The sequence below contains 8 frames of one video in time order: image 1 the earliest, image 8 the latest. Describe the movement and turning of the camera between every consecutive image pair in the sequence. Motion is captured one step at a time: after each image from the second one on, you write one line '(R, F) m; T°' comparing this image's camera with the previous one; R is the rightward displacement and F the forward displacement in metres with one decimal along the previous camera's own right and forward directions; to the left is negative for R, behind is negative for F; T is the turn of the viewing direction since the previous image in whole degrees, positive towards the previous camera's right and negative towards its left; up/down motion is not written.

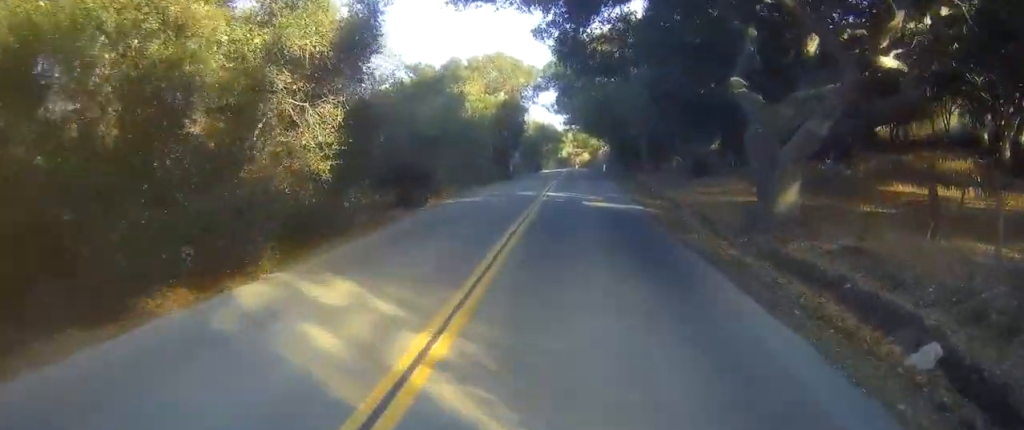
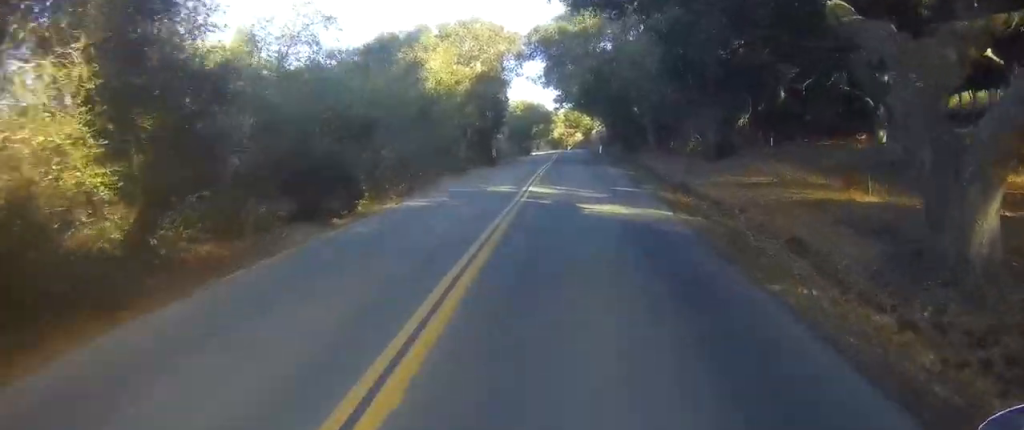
(-0.2, +7.6) m; -1°
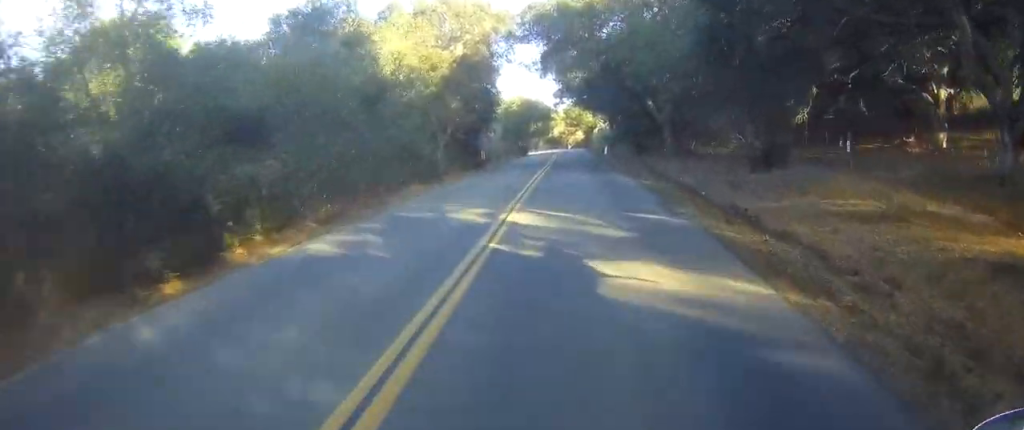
(0.0, +7.1) m; 0°
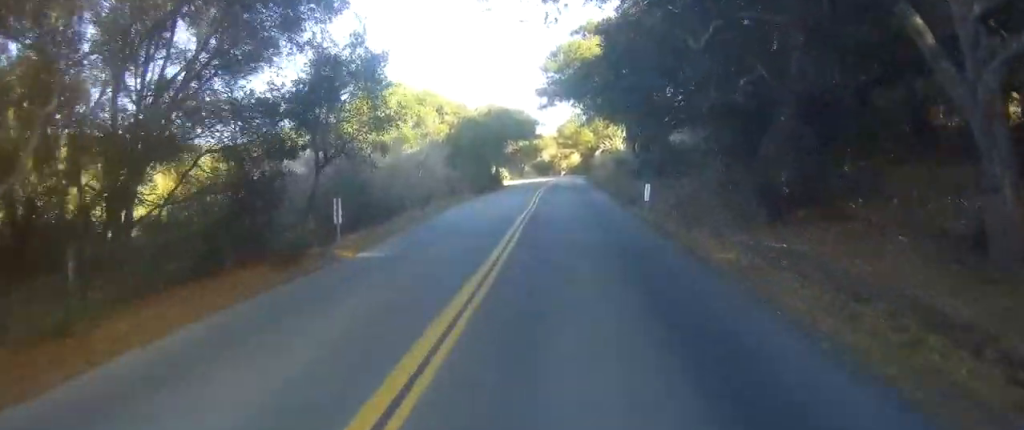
(-0.9, +26.8) m; -2°
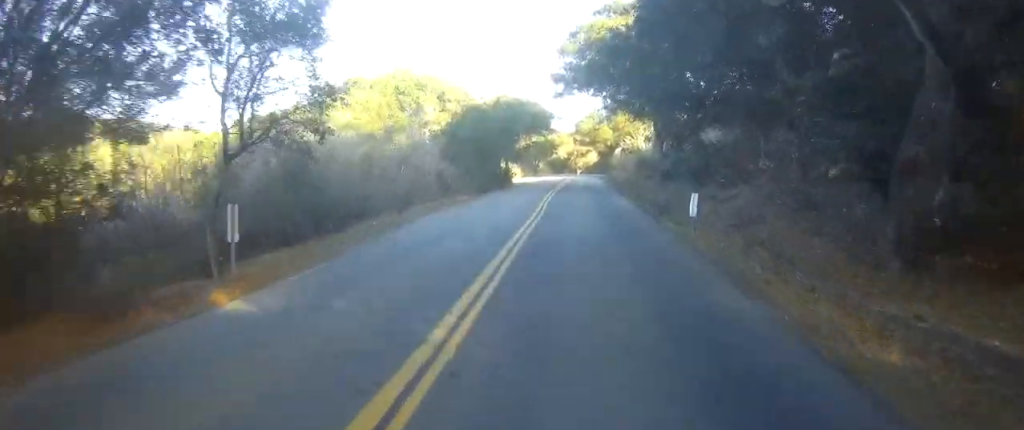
(-0.3, +5.8) m; 0°
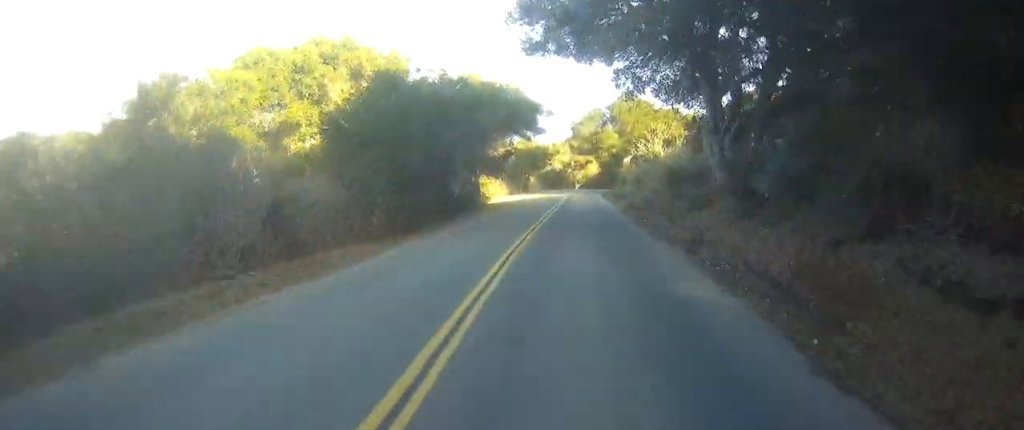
(+0.8, +16.5) m; 0°
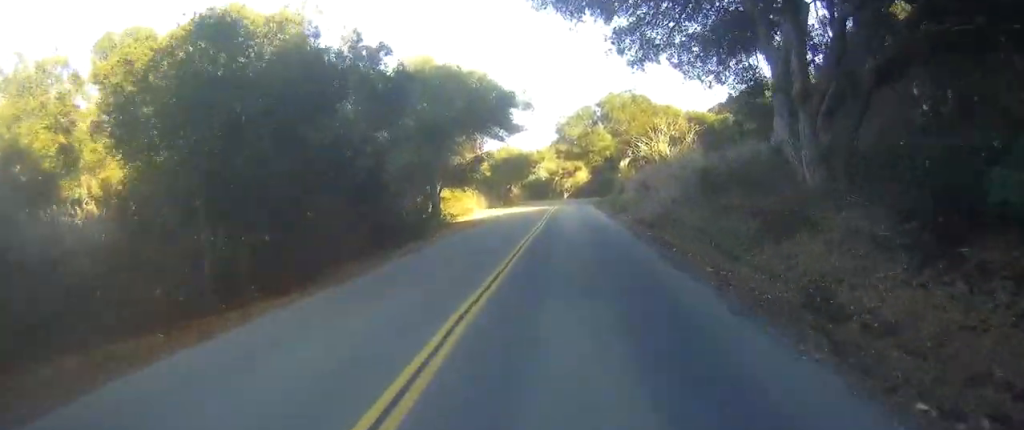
(-0.5, +10.2) m; -4°
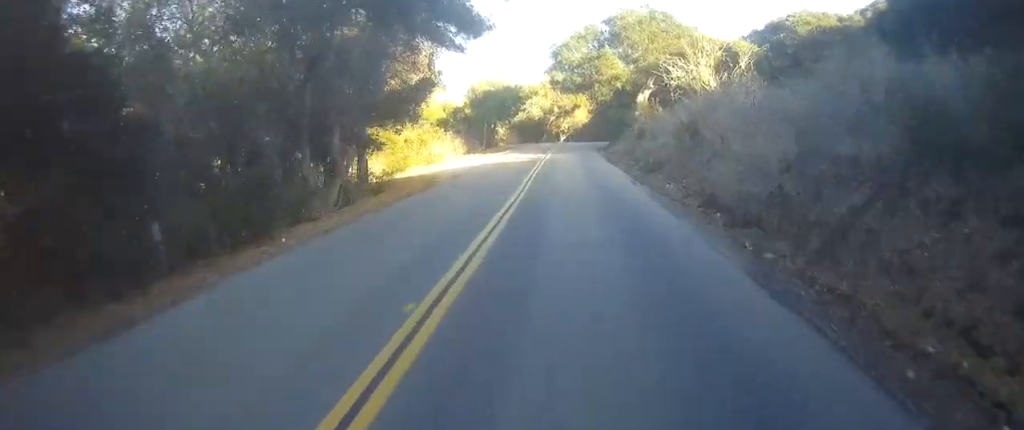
(-0.7, +14.6) m; -2°
